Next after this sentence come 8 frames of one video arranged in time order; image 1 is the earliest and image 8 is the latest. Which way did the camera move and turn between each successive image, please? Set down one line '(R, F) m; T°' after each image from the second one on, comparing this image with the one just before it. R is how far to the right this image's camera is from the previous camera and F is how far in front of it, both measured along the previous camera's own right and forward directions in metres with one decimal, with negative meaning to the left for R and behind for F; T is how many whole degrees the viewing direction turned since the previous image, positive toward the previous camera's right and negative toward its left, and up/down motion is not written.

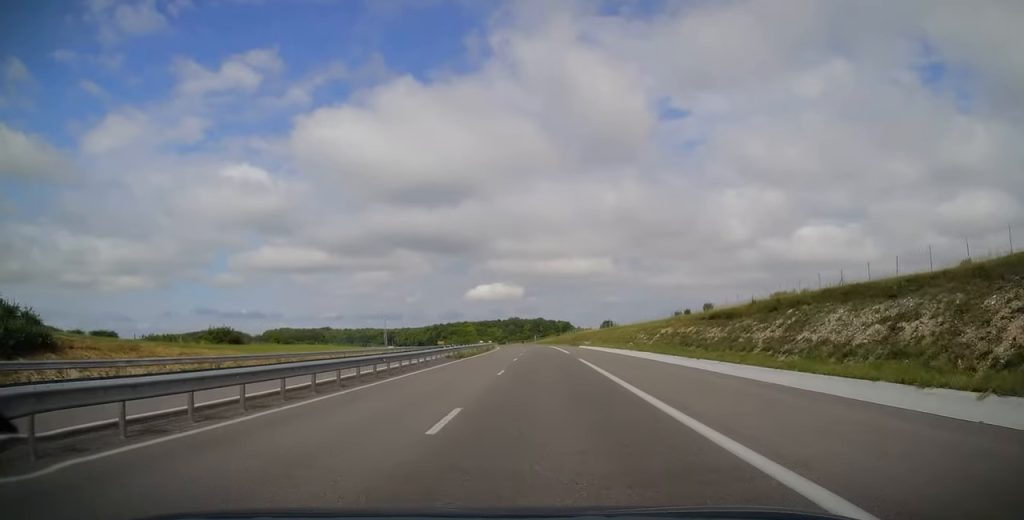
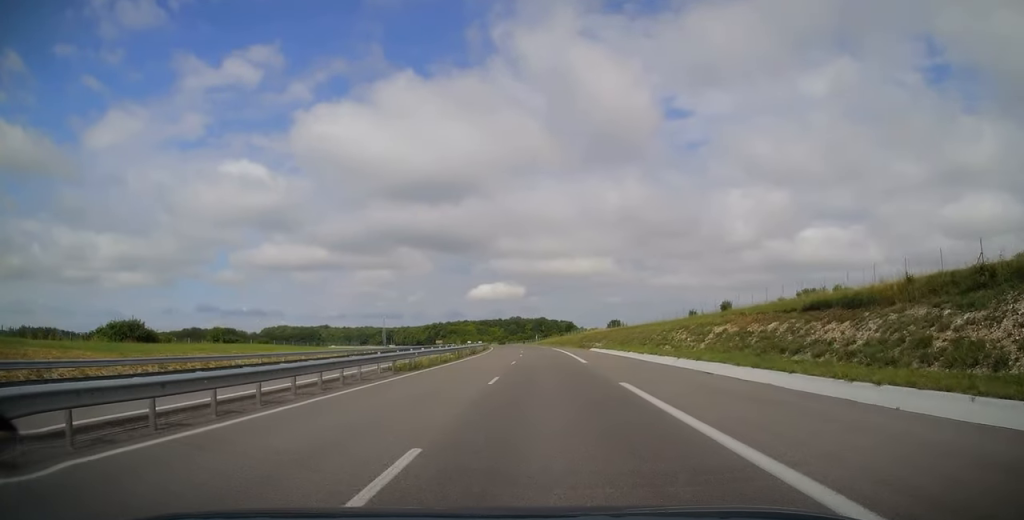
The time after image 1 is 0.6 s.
(-0.1, +17.2) m; -1°
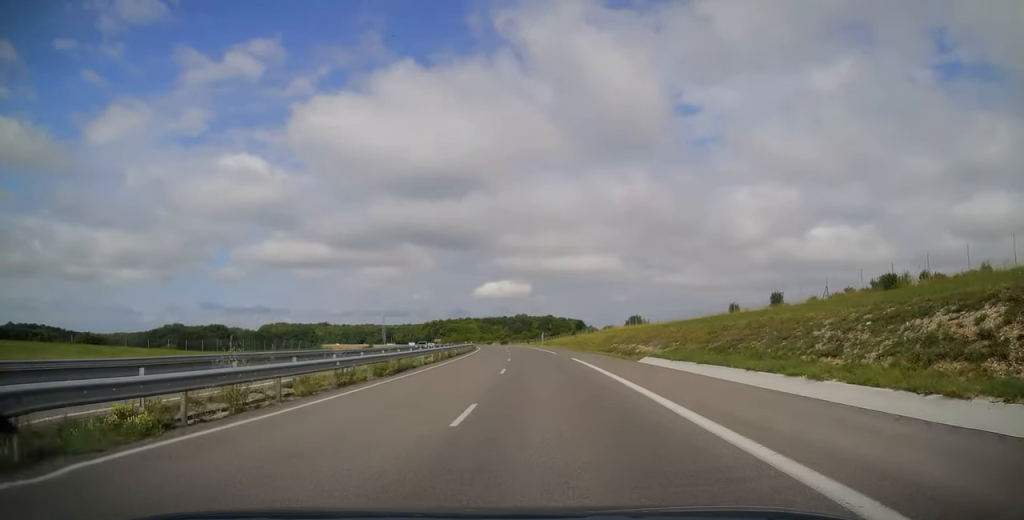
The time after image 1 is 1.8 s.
(-0.4, +34.4) m; -1°
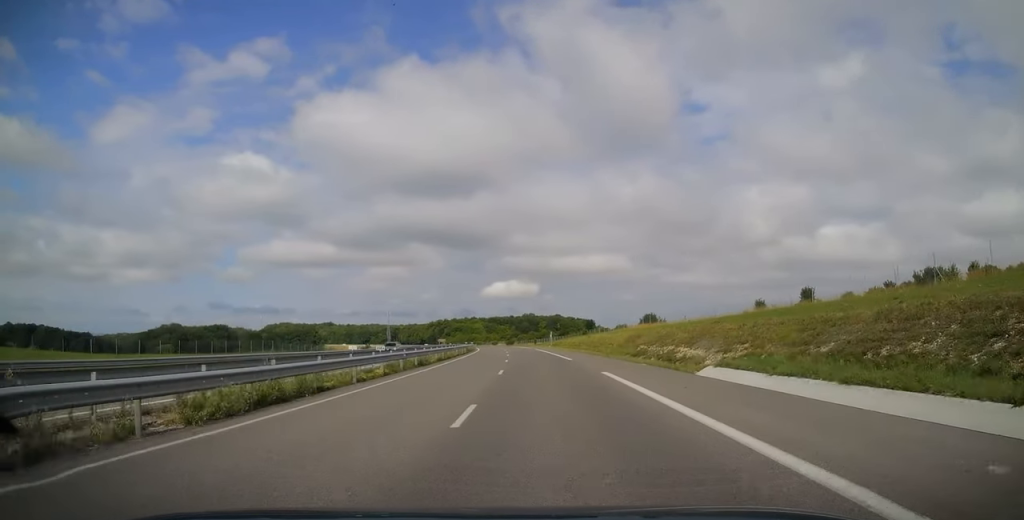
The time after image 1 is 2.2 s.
(+0.1, +13.3) m; -1°
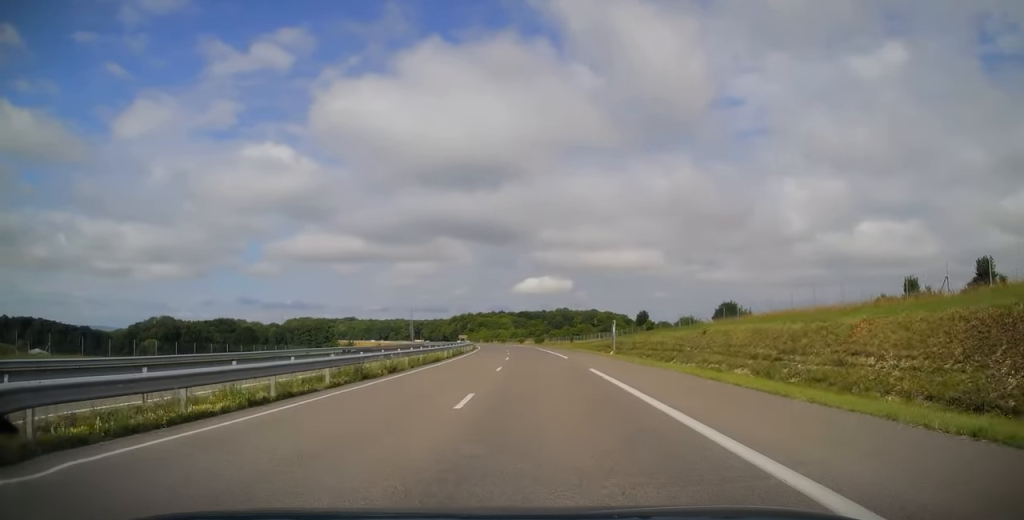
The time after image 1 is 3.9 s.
(-1.5, +50.2) m; -2°
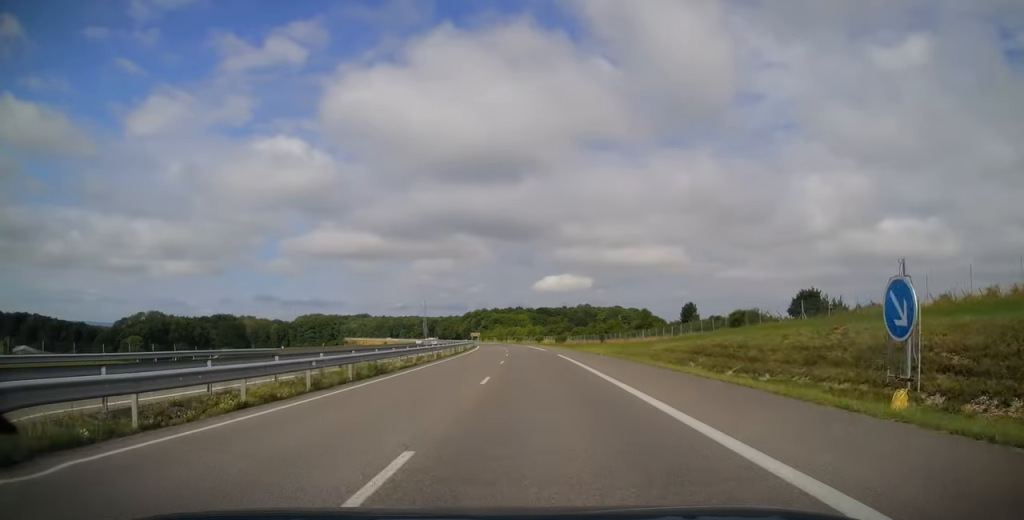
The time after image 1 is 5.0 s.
(-0.4, +33.5) m; -2°
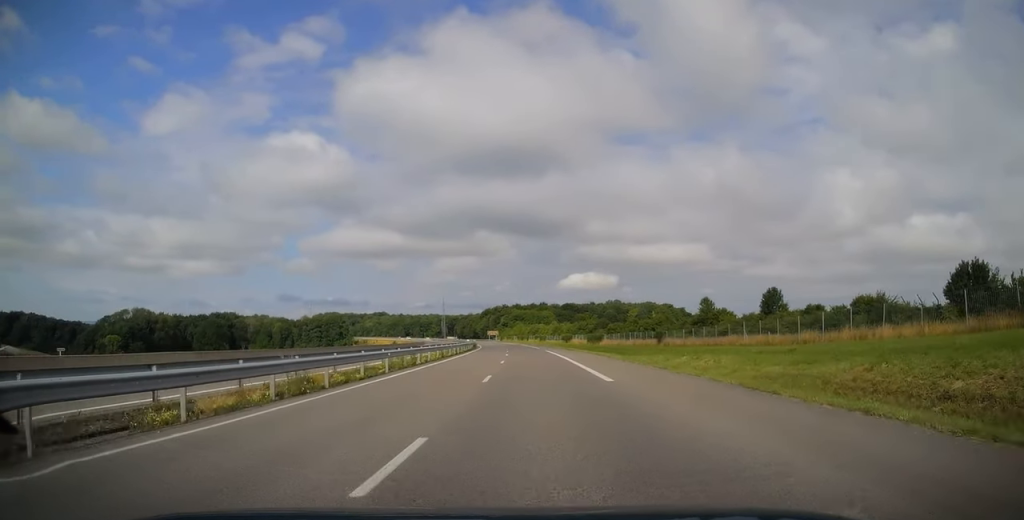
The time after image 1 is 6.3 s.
(-0.7, +38.5) m; -3°
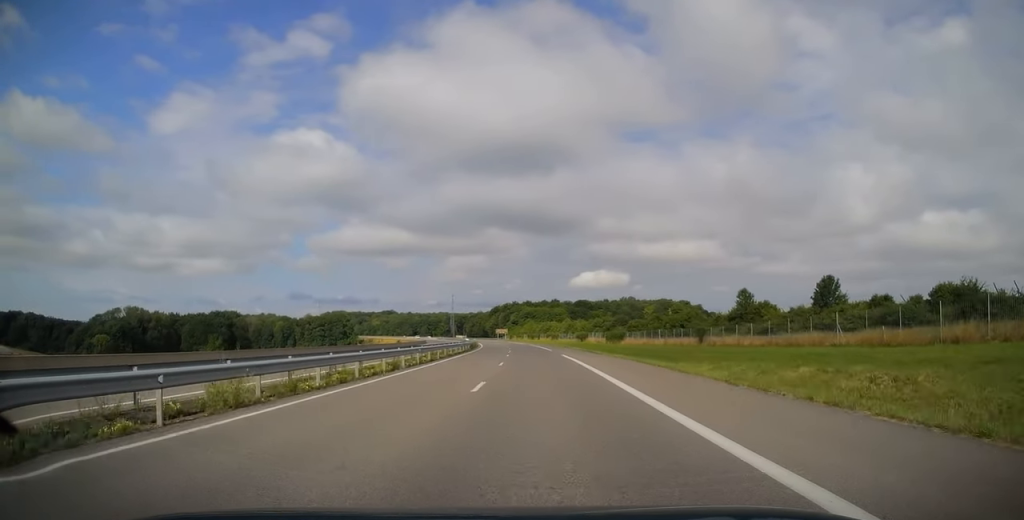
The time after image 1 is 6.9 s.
(-0.5, +16.9) m; -1°
